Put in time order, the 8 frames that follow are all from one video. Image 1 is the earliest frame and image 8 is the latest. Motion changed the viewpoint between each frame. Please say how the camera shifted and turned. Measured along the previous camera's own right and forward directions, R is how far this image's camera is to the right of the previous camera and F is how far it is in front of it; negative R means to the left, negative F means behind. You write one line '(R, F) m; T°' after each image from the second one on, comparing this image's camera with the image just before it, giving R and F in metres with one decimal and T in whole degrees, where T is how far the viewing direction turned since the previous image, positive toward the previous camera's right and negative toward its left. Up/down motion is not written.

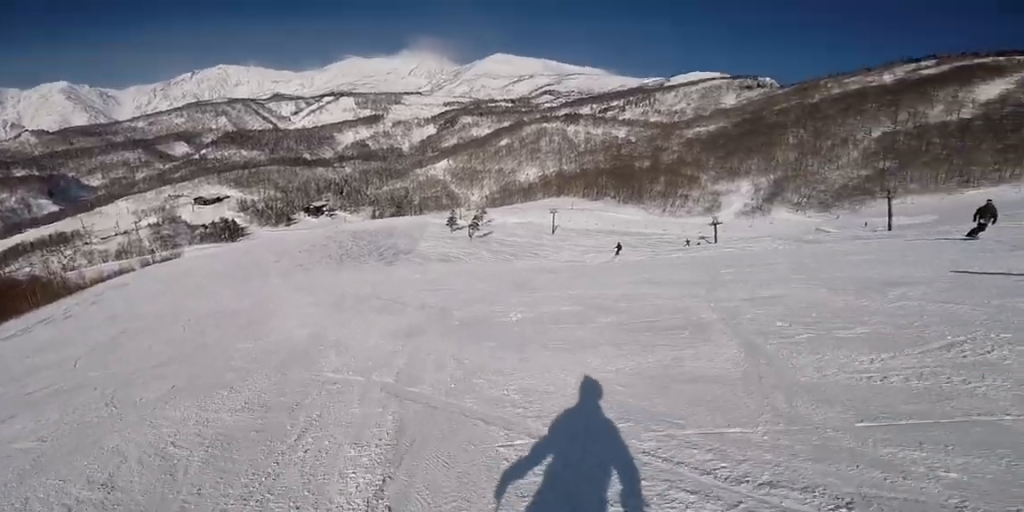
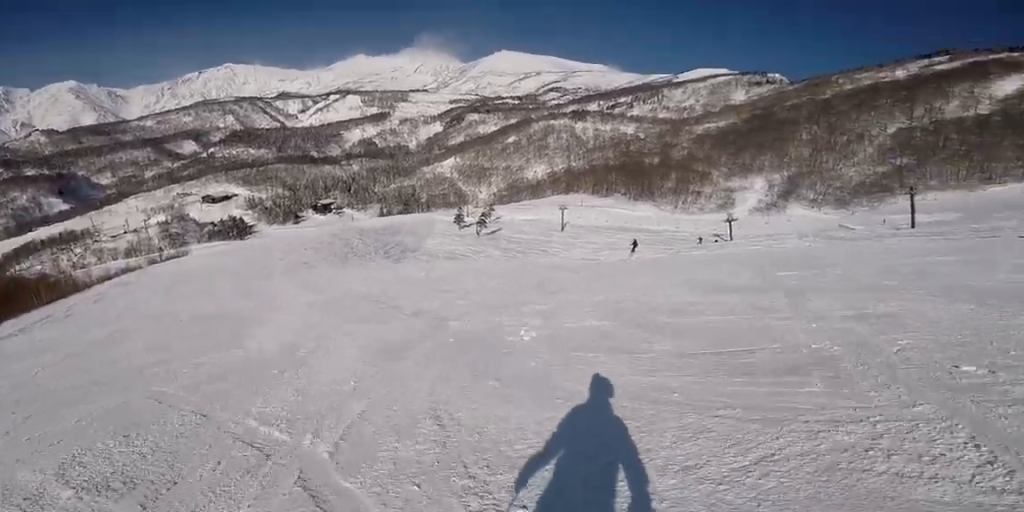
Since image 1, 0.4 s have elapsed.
(+0.2, +2.4) m; -7°
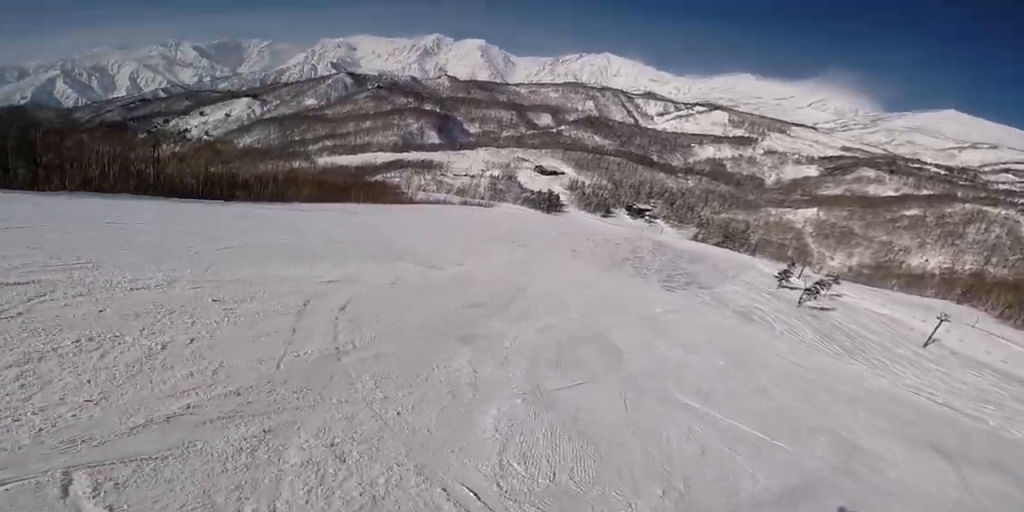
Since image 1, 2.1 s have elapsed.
(-2.9, +10.0) m; -33°
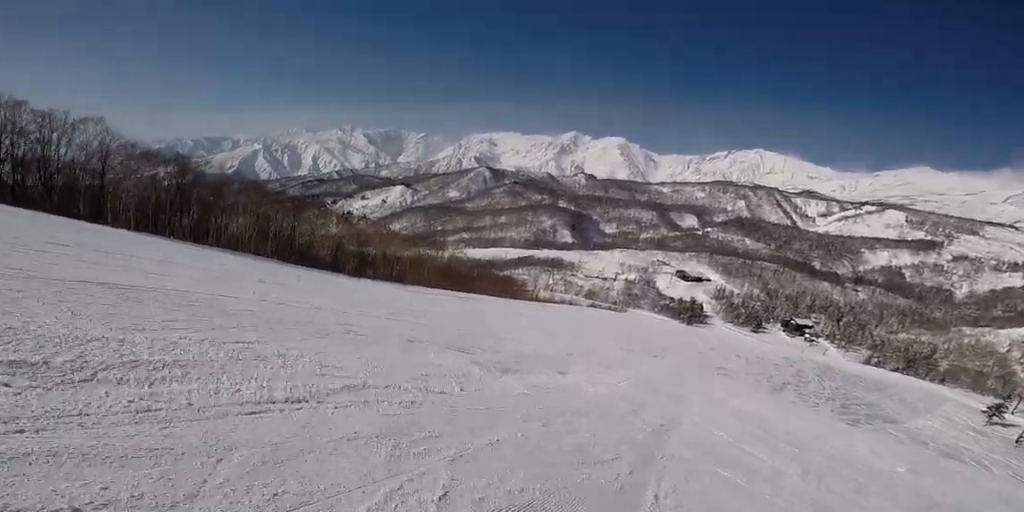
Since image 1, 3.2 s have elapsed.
(-1.8, +6.7) m; -21°
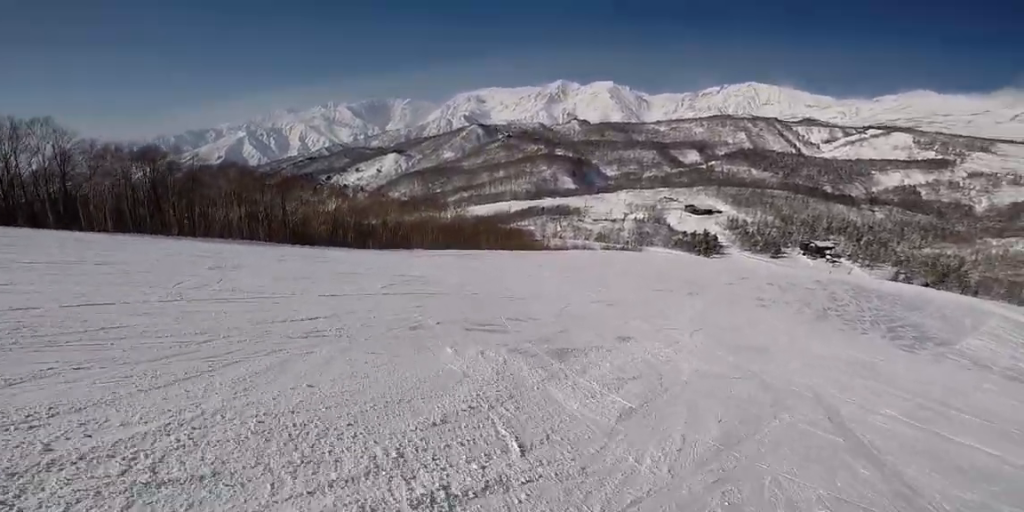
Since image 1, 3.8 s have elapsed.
(-0.9, +3.8) m; -2°
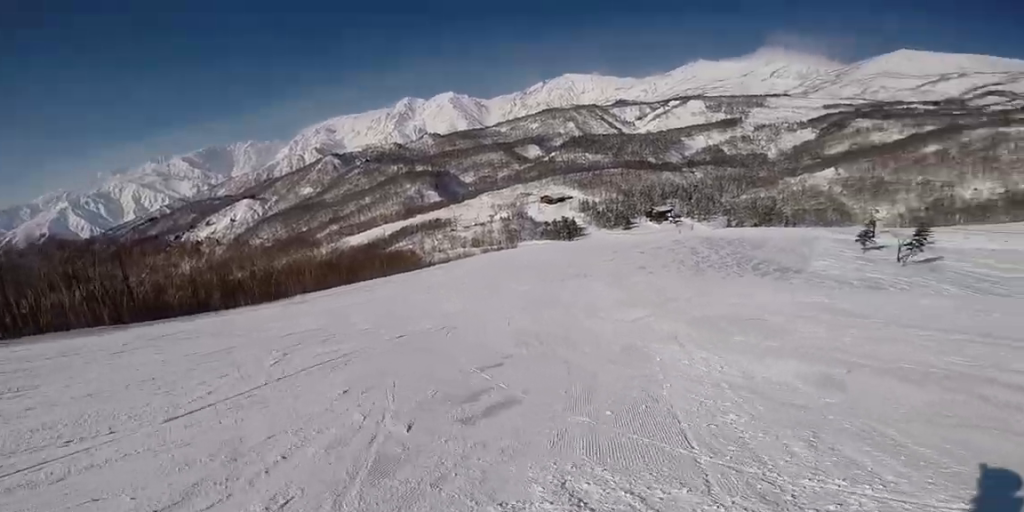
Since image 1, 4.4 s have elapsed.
(+0.8, +4.2) m; +15°
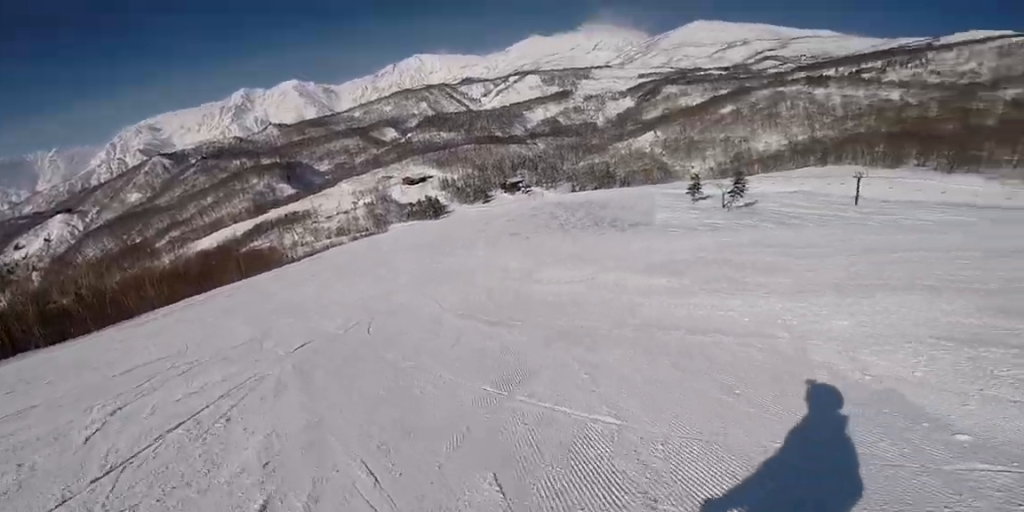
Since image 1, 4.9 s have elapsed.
(+0.3, +3.6) m; +13°
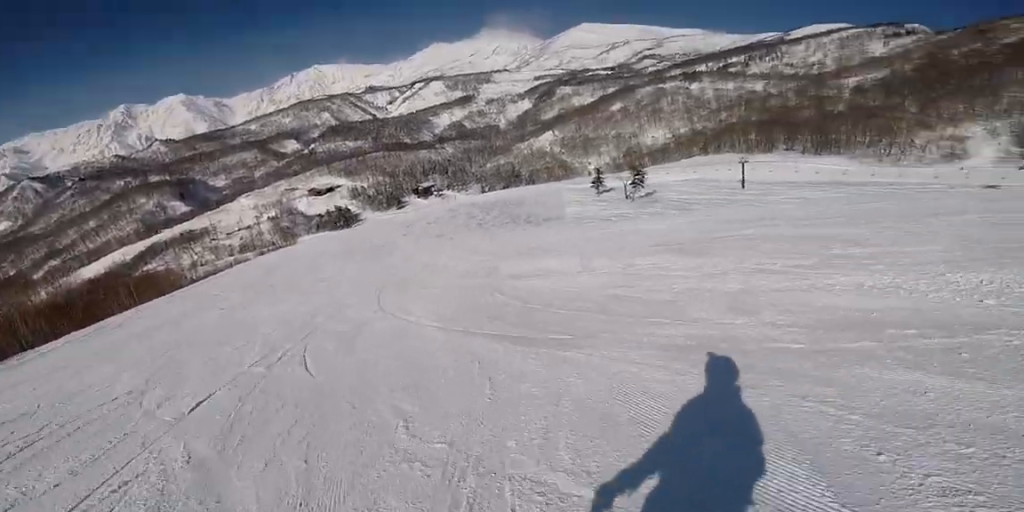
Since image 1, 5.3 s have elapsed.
(+0.3, +2.9) m; +10°
